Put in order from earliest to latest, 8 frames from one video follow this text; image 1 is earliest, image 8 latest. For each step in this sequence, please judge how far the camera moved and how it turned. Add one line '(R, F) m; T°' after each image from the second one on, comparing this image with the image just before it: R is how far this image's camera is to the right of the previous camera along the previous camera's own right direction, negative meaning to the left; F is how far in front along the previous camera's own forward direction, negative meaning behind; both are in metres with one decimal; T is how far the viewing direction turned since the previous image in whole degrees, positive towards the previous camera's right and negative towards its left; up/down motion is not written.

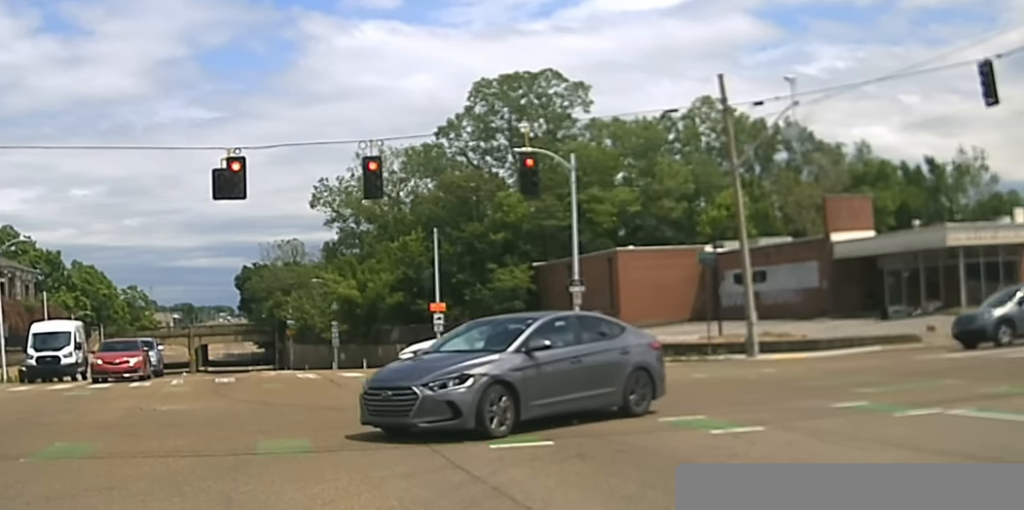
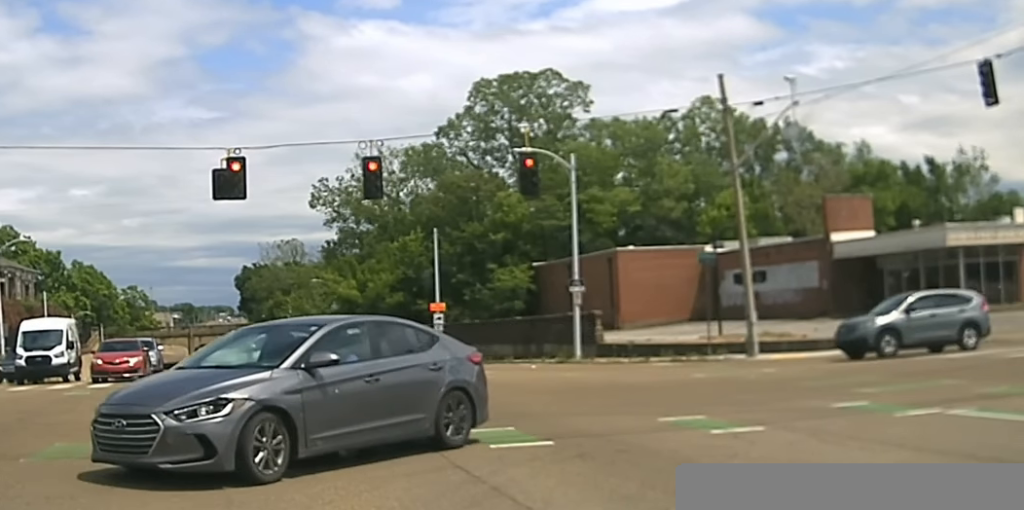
(0.0, +0.2) m; 0°
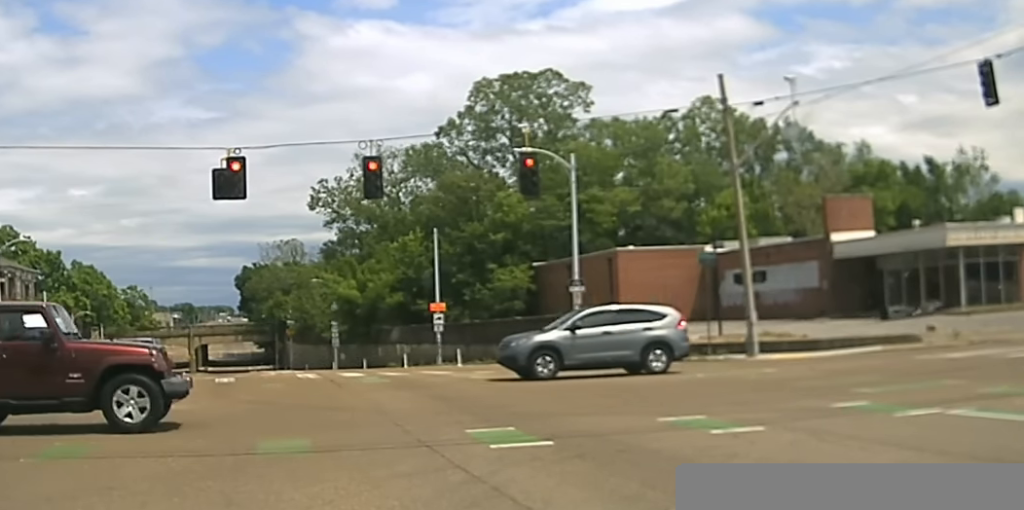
(0.0, +0.2) m; 0°
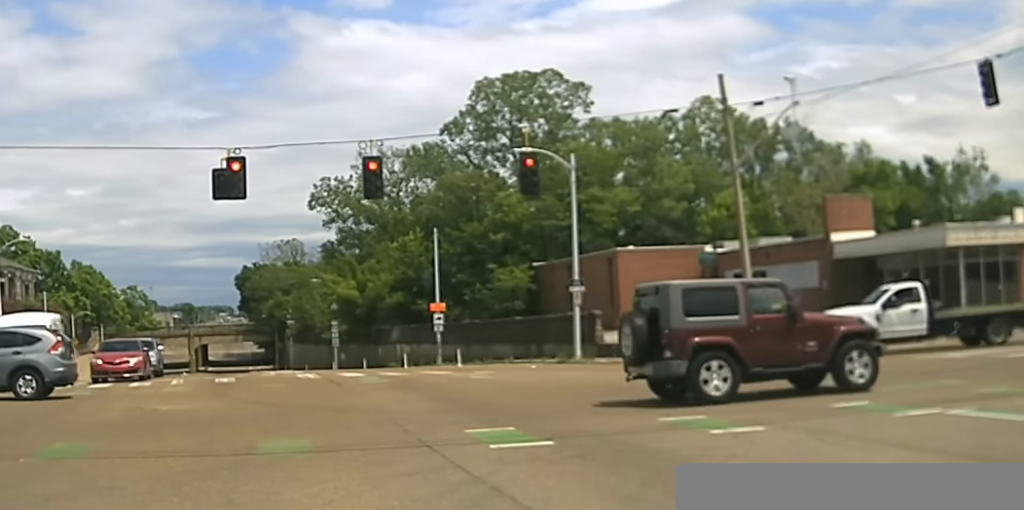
(0.0, +0.1) m; 0°
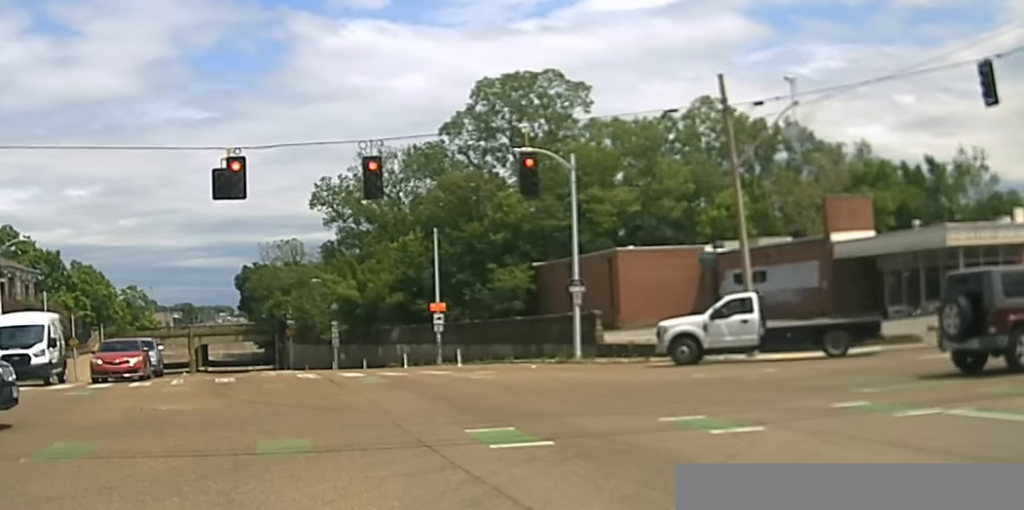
(0.0, 0.0) m; 0°
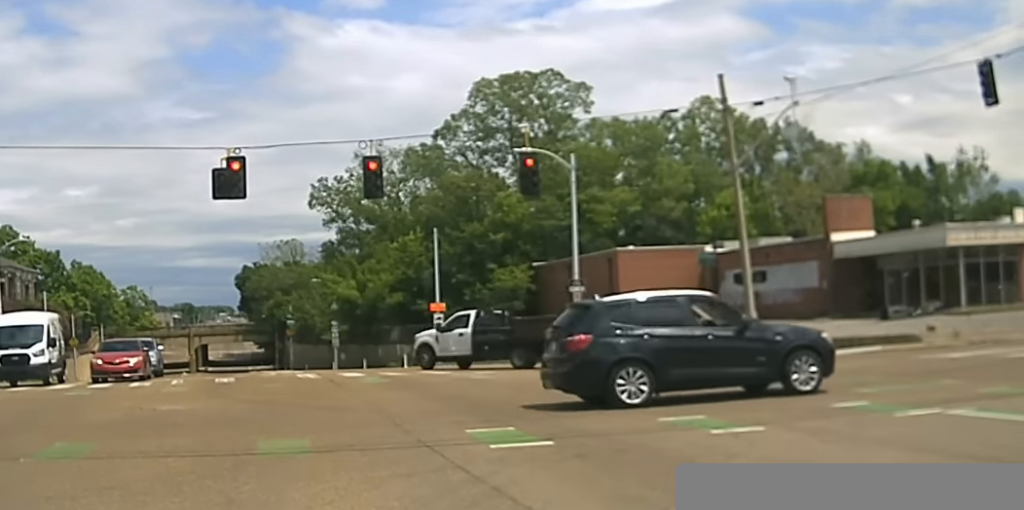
(0.0, 0.0) m; 0°
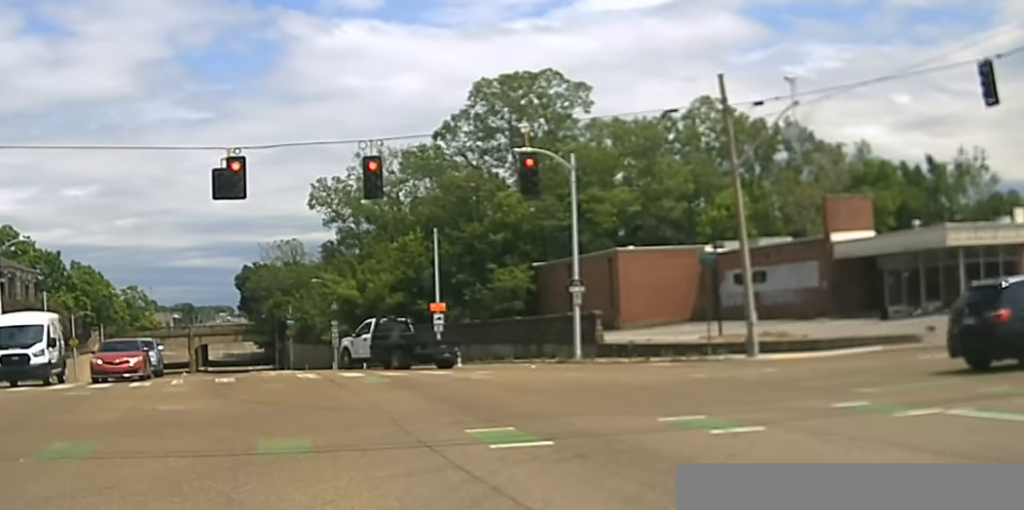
(0.0, 0.0) m; 0°
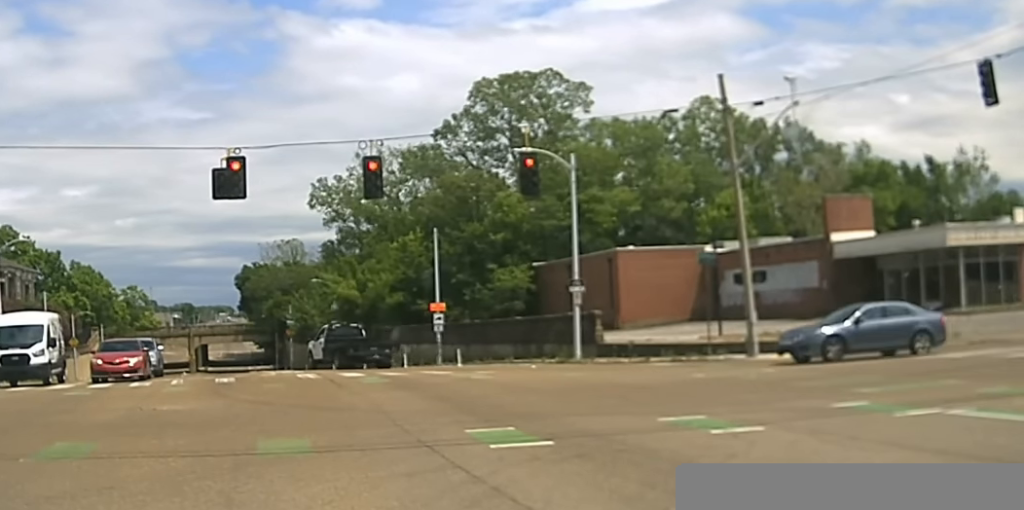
(0.0, 0.0) m; 0°
